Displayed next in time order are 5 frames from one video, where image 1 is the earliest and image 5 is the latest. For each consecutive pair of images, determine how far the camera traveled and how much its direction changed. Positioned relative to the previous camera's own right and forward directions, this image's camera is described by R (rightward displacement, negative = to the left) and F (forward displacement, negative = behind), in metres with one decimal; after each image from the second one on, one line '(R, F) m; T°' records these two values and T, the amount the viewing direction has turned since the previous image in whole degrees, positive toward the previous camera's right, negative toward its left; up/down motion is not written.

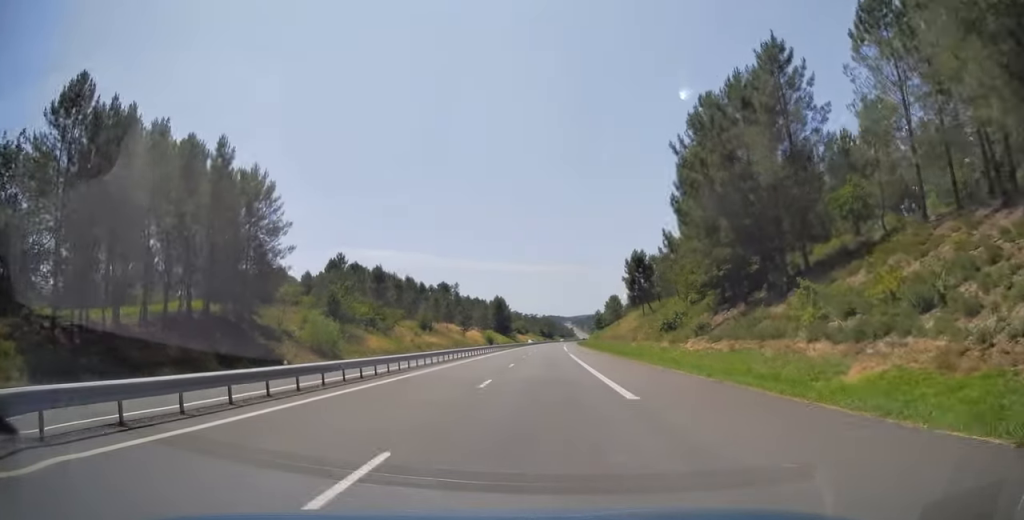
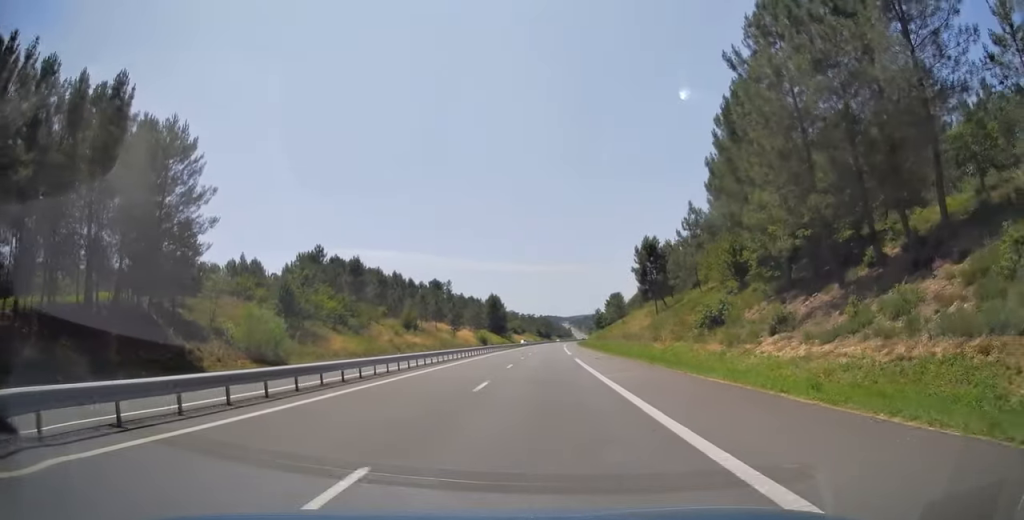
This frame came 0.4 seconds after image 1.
(+0.1, +14.0) m; 0°
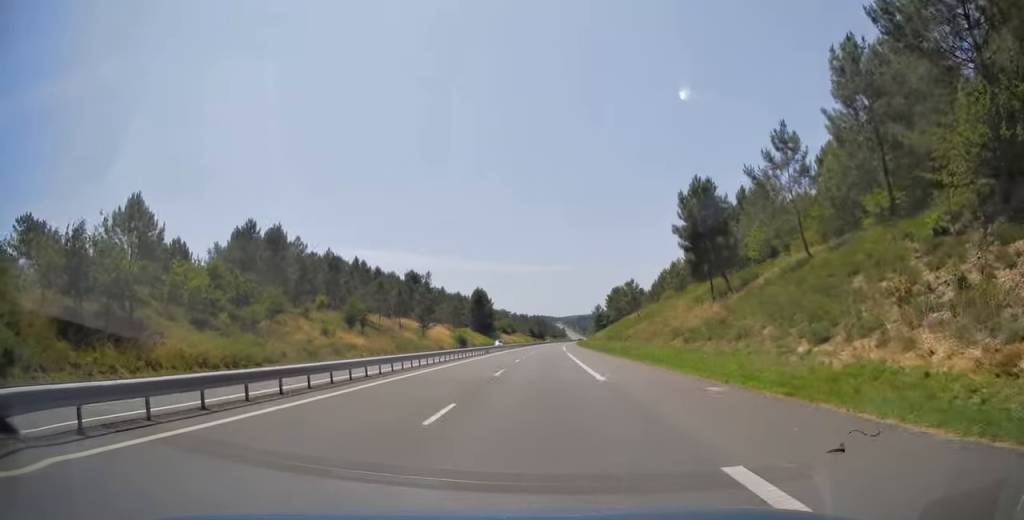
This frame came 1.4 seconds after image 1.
(-0.2, +32.9) m; 0°
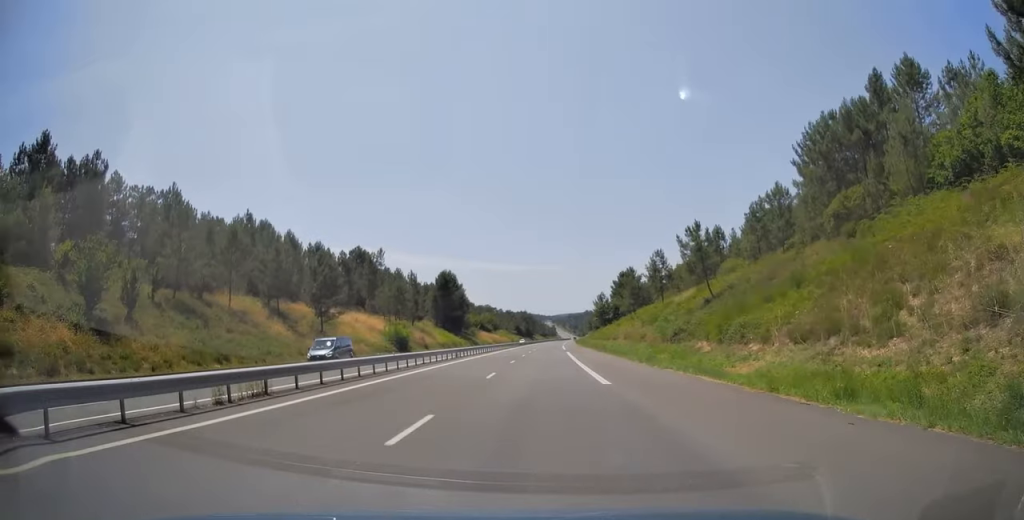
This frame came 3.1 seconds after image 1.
(+0.8, +54.3) m; +2°
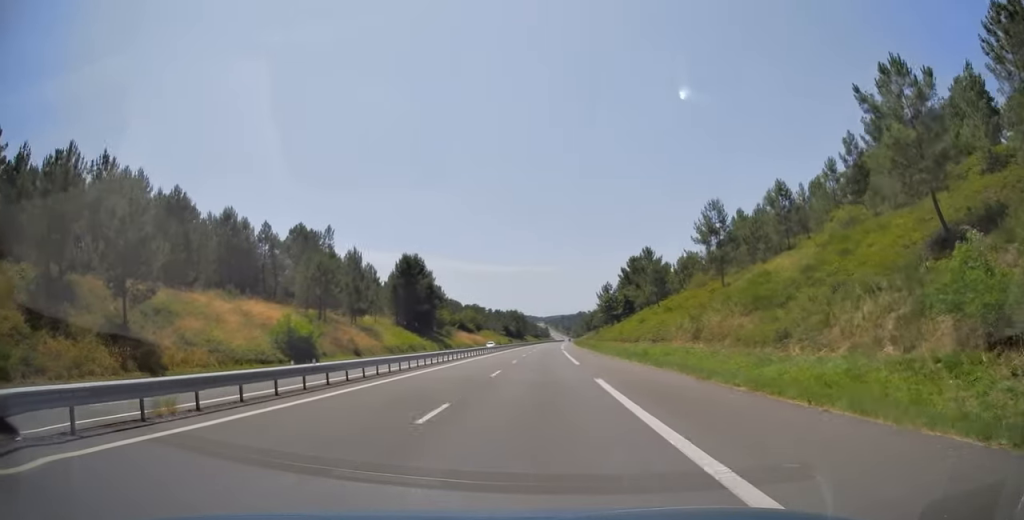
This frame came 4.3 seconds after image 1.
(+0.4, +37.1) m; +1°
